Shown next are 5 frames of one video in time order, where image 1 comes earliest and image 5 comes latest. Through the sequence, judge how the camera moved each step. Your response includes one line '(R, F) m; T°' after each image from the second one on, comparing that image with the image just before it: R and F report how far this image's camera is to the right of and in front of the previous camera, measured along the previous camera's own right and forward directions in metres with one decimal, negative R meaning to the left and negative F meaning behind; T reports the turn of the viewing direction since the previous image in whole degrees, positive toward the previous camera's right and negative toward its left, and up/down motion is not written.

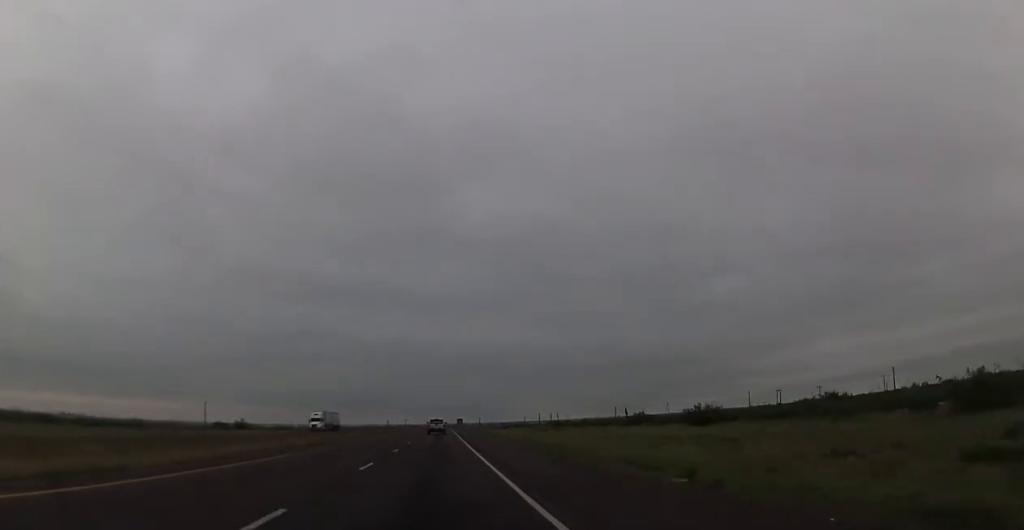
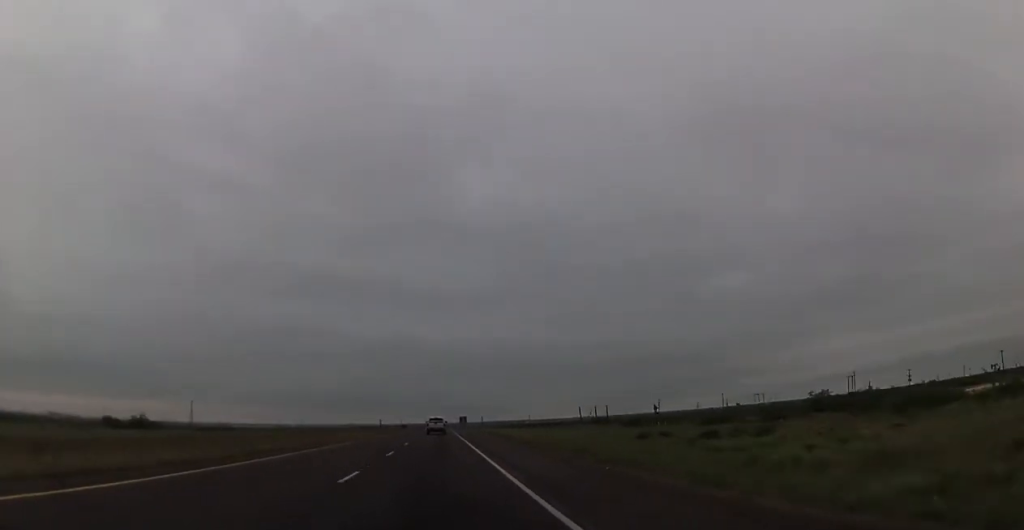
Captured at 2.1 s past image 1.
(+0.9, +77.0) m; +1°
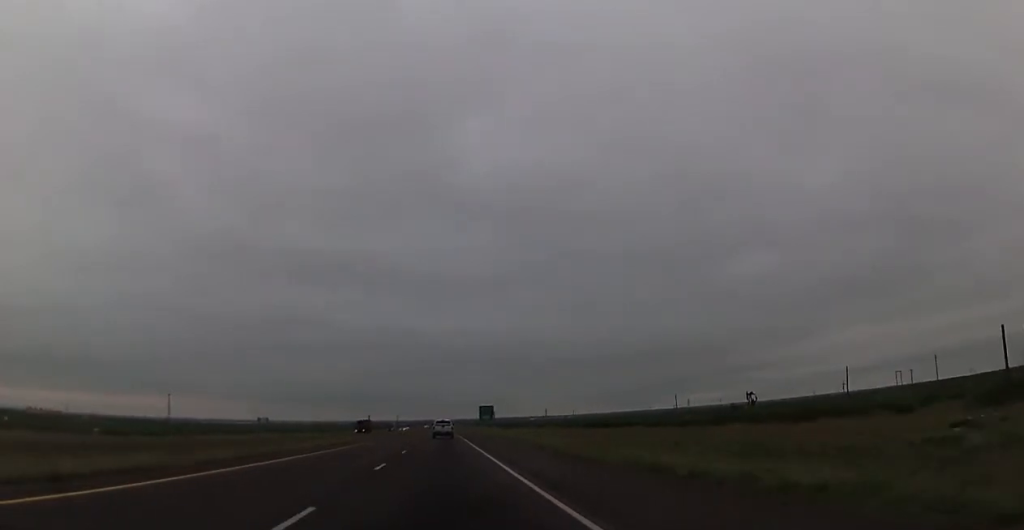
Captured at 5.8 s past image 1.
(-1.3, +140.3) m; 0°
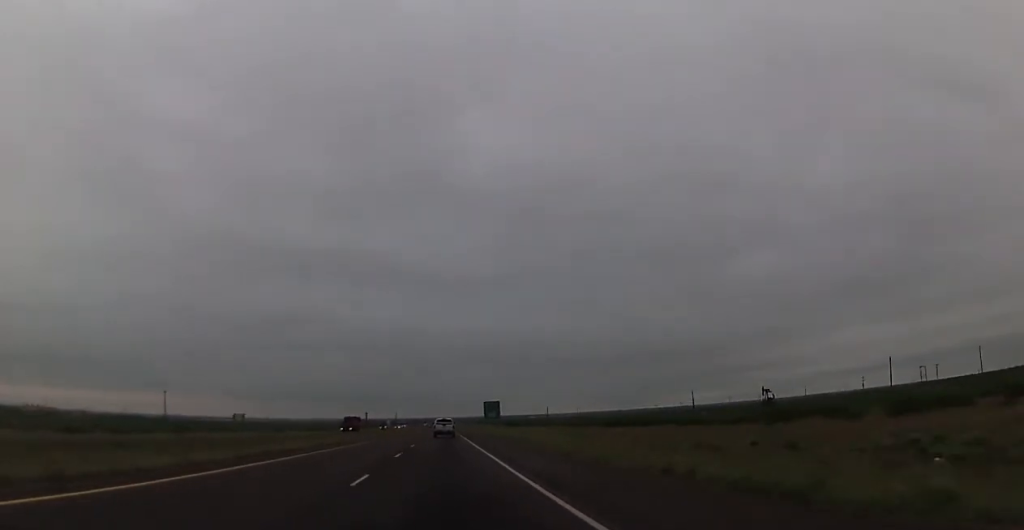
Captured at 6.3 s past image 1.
(+0.1, +17.4) m; 0°
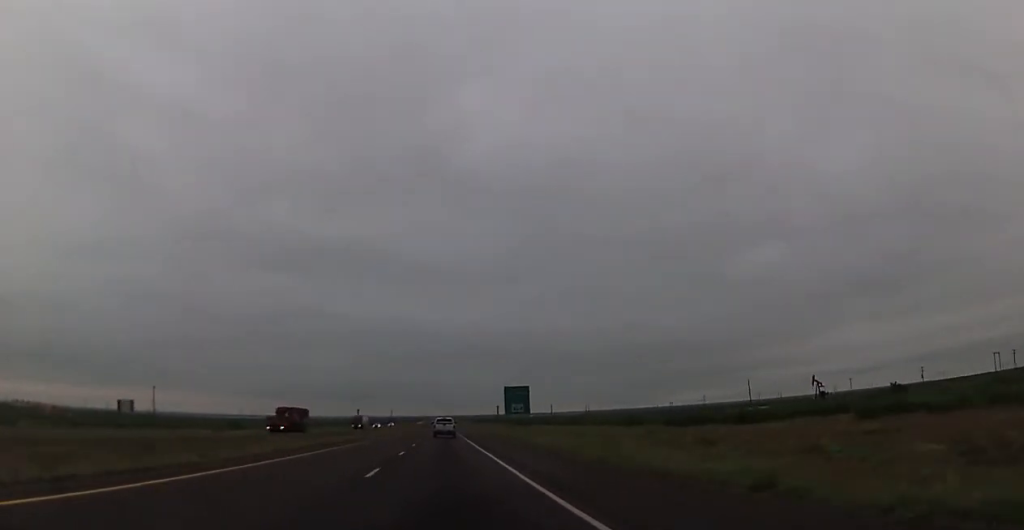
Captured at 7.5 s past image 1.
(-0.3, +45.9) m; -1°
